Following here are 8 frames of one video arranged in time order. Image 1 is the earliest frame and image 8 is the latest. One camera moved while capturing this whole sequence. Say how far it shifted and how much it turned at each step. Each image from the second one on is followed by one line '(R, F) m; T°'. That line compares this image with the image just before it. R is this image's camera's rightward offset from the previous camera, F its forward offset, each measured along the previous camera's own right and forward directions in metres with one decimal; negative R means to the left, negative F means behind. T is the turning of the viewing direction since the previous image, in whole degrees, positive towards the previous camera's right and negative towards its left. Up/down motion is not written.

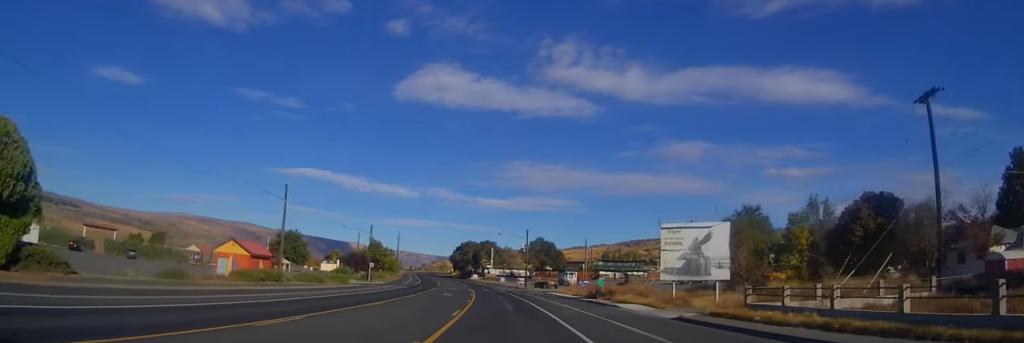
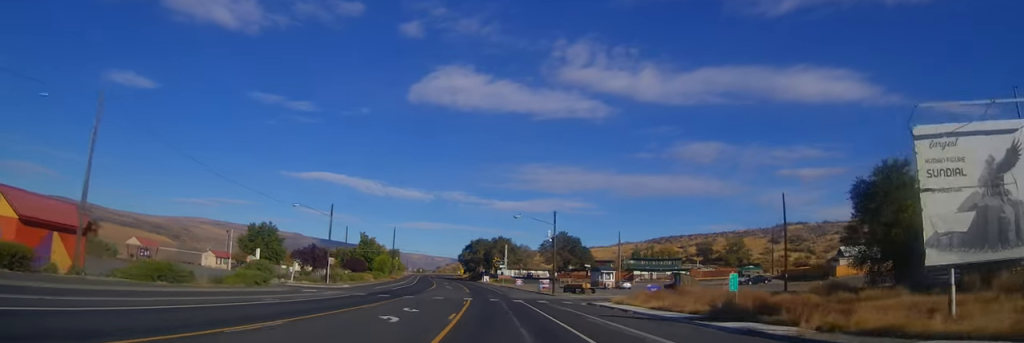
(-1.4, +26.3) m; -2°
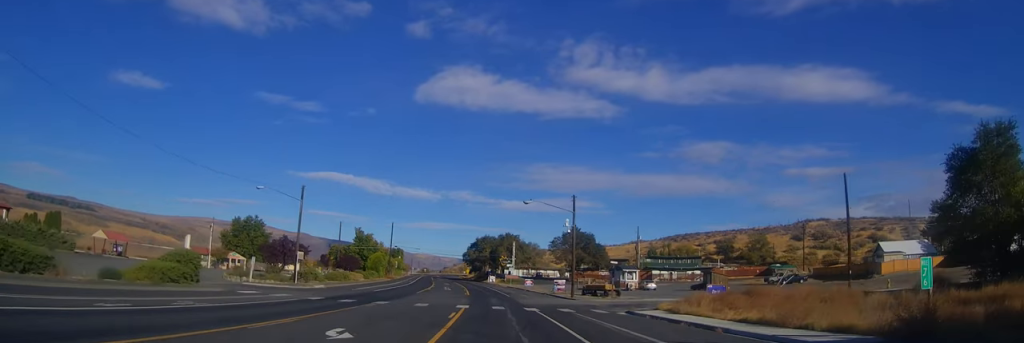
(+0.6, +11.3) m; -1°
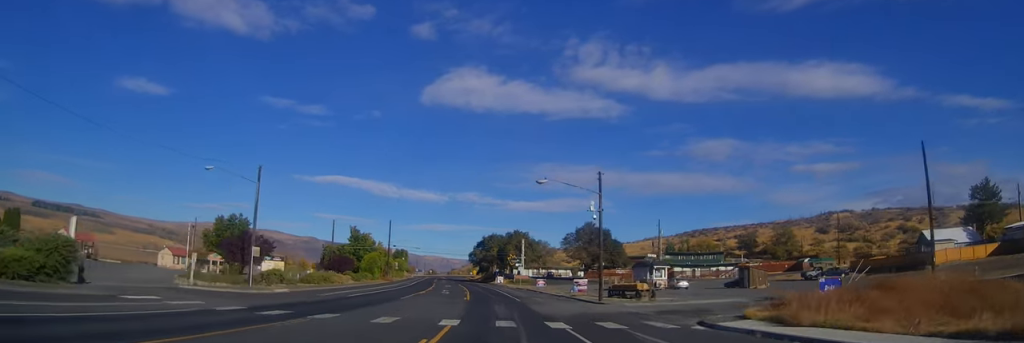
(-0.1, +10.6) m; -1°
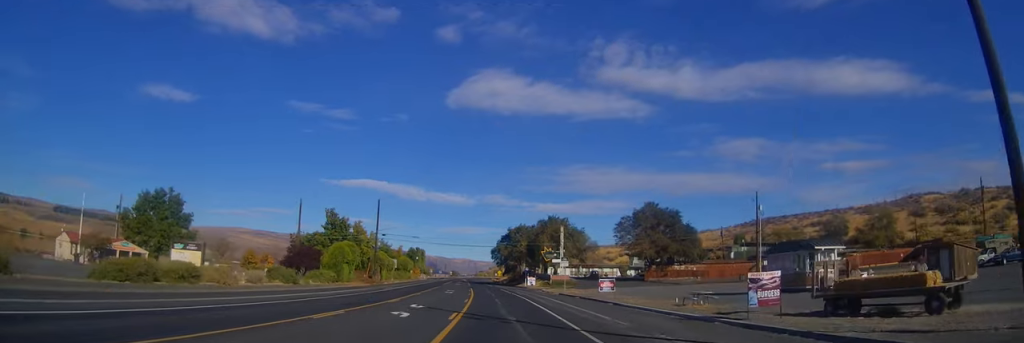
(-0.2, +32.0) m; -1°
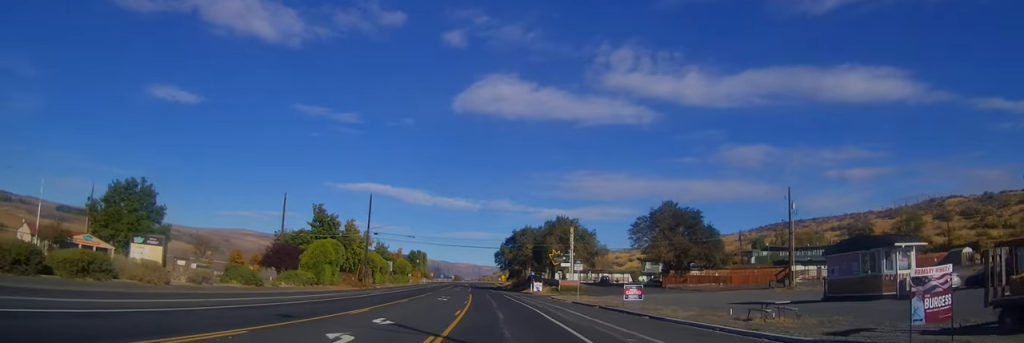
(-0.3, +7.8) m; -2°
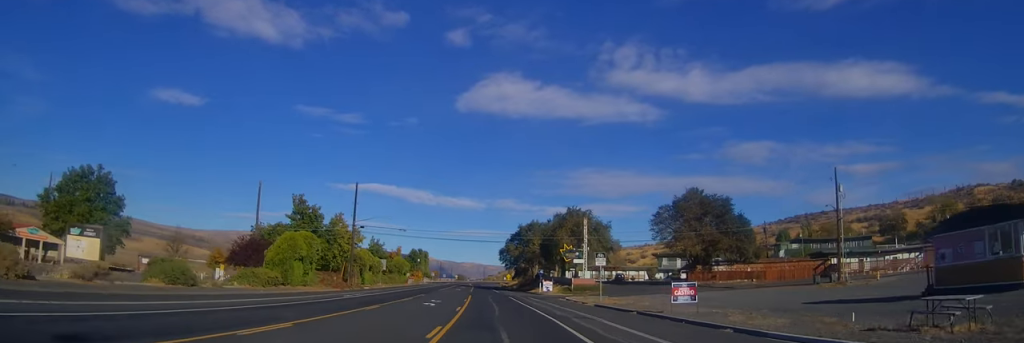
(-0.2, +9.5) m; -1°
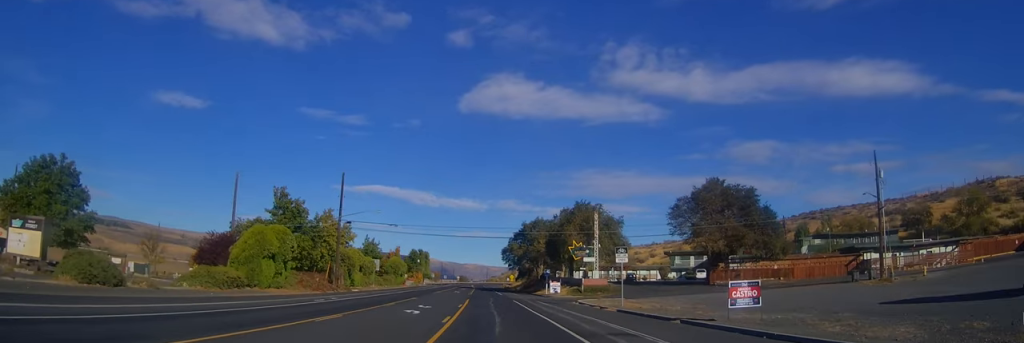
(-0.2, +6.7) m; 0°
